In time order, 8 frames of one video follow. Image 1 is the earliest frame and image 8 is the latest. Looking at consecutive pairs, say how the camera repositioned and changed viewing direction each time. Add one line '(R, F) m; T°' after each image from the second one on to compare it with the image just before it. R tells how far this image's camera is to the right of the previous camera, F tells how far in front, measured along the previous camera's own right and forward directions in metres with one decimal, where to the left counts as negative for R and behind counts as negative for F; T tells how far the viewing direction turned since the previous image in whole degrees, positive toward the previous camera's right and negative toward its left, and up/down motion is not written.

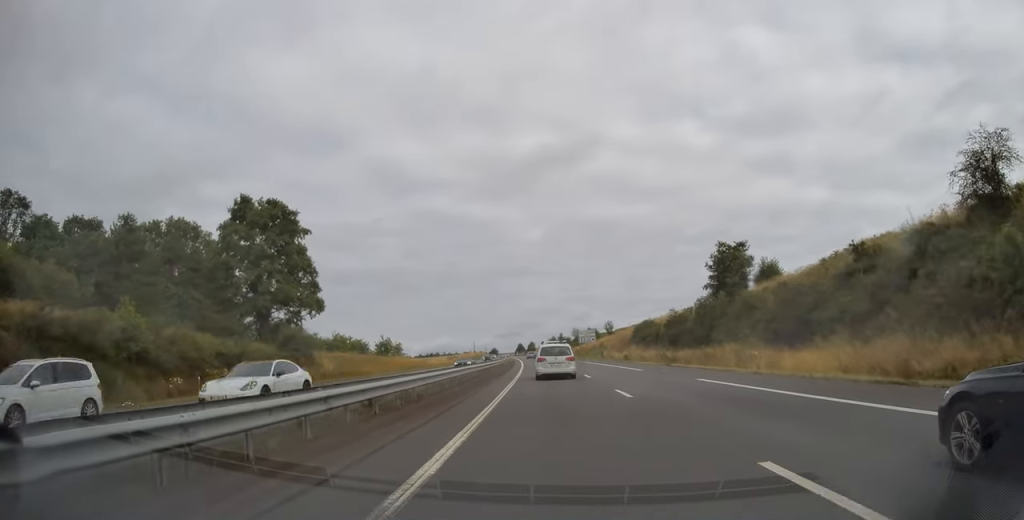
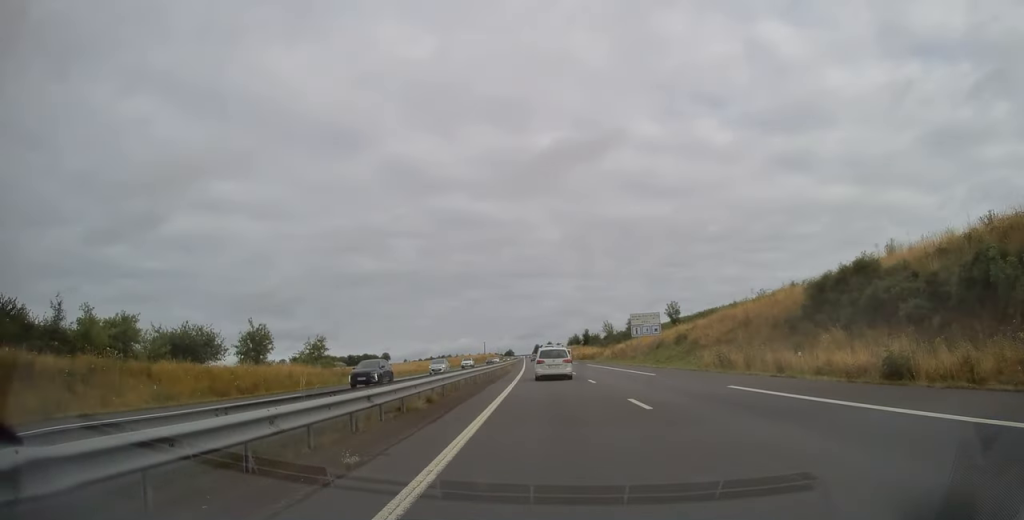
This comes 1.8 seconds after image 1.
(-0.8, +54.9) m; -2°
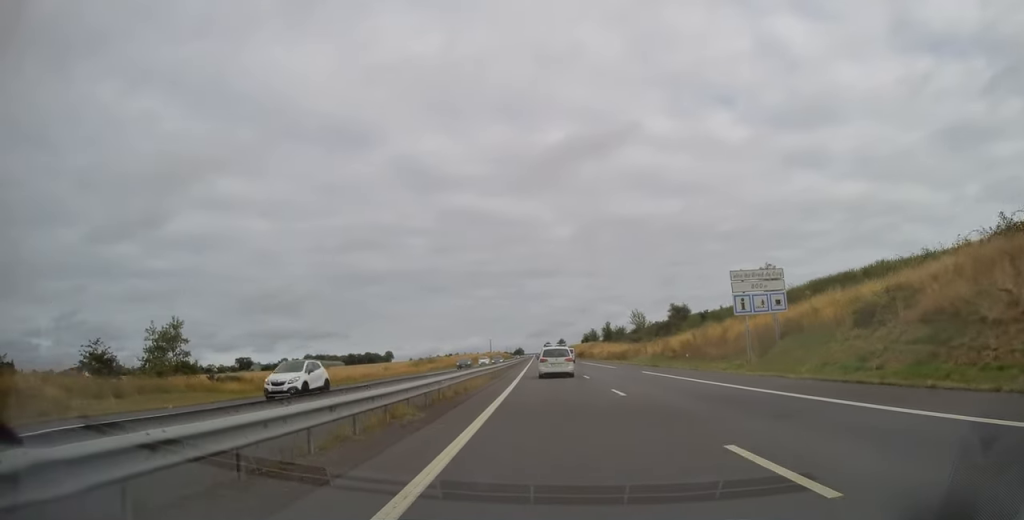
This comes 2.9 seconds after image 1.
(-0.4, +34.7) m; -1°
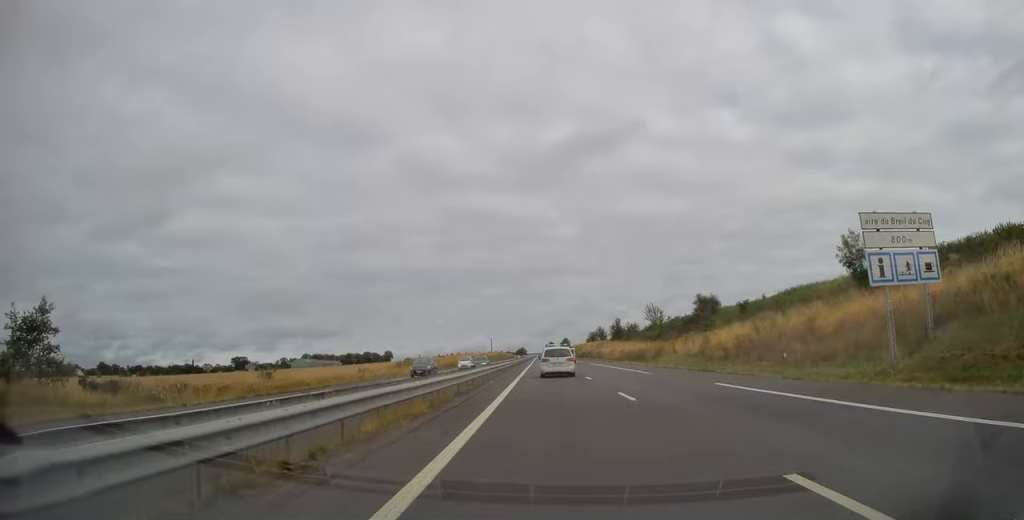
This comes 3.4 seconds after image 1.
(0.0, +15.0) m; 0°
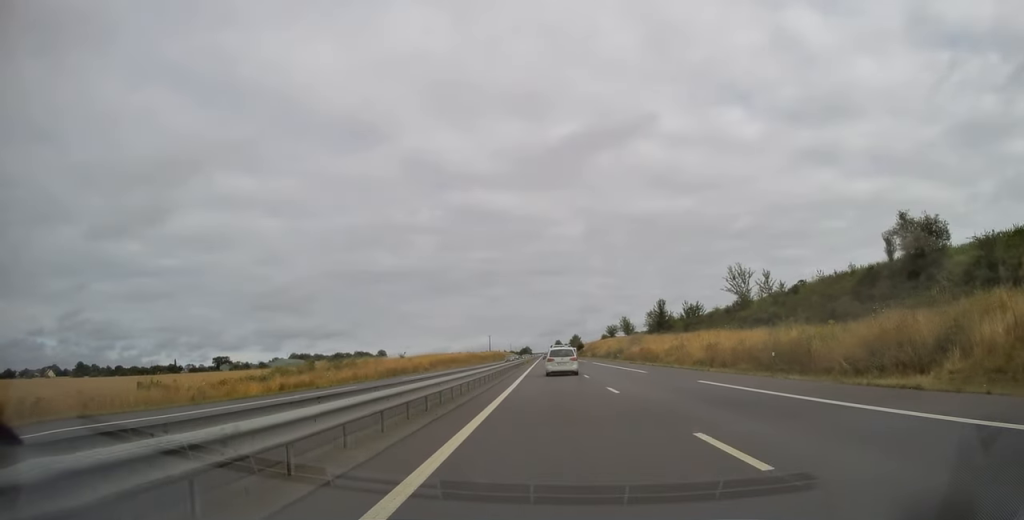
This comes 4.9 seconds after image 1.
(-0.4, +48.7) m; -1°
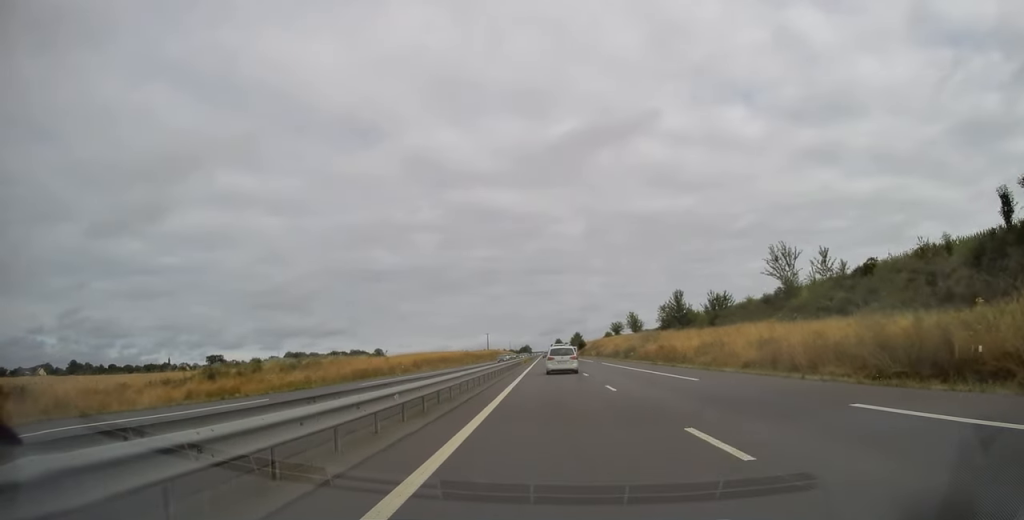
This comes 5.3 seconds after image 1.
(0.0, +12.4) m; 0°
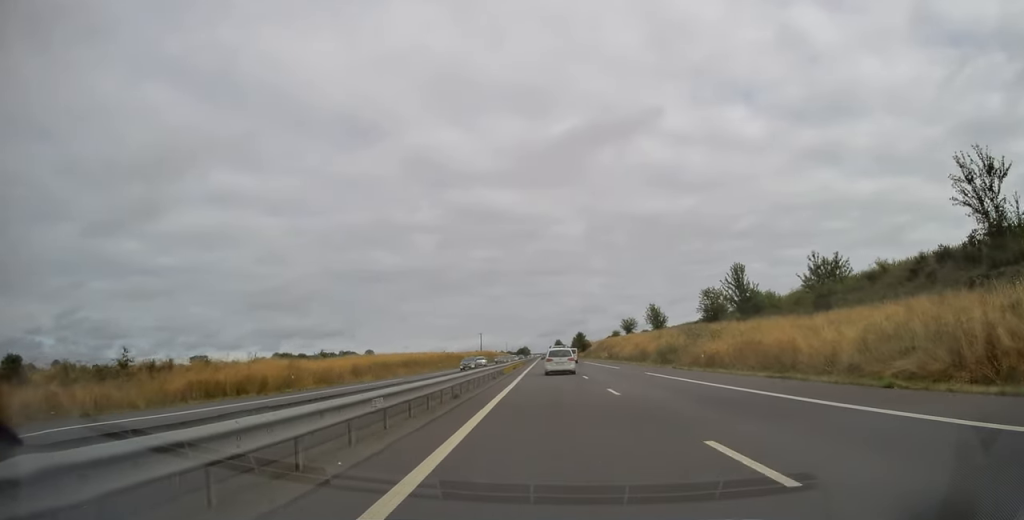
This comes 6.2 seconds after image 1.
(-0.1, +27.4) m; 0°
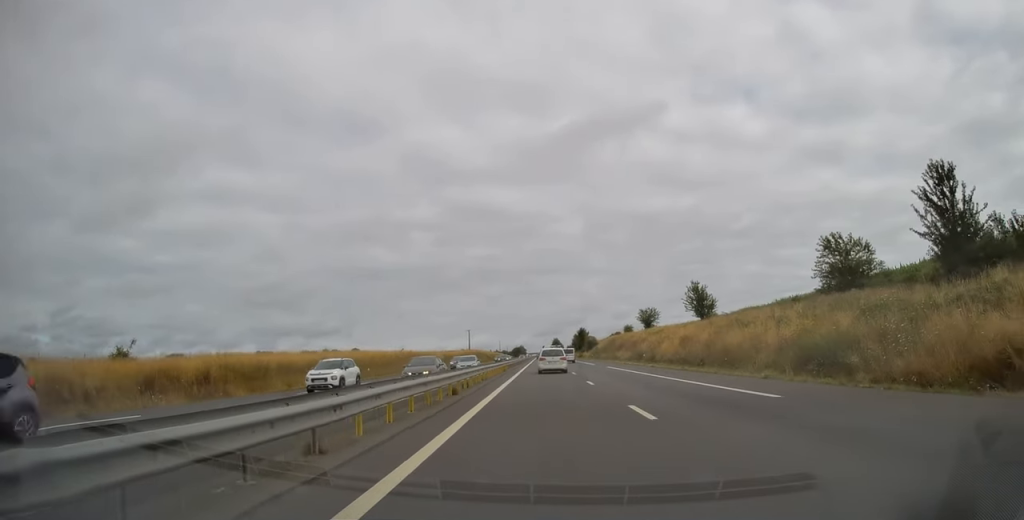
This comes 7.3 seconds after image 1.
(0.0, +33.1) m; 0°
